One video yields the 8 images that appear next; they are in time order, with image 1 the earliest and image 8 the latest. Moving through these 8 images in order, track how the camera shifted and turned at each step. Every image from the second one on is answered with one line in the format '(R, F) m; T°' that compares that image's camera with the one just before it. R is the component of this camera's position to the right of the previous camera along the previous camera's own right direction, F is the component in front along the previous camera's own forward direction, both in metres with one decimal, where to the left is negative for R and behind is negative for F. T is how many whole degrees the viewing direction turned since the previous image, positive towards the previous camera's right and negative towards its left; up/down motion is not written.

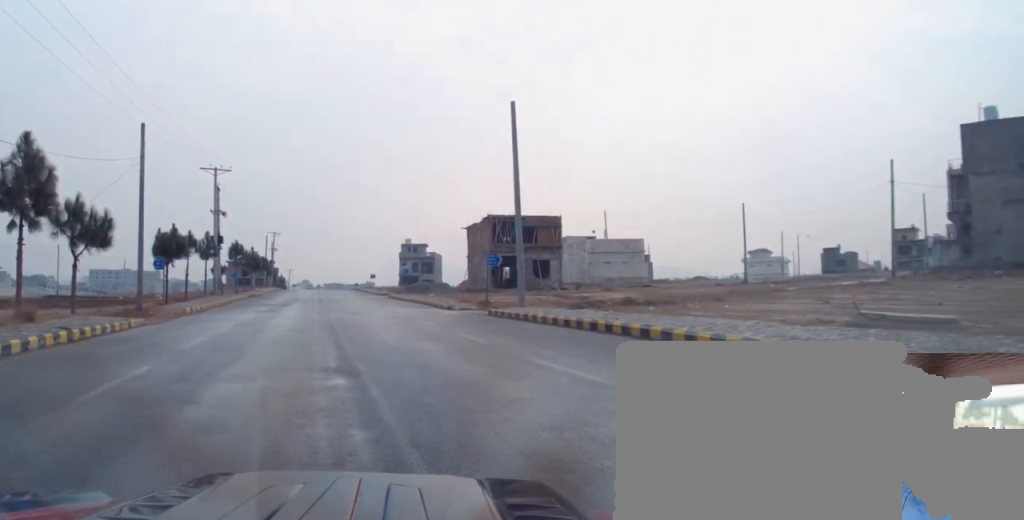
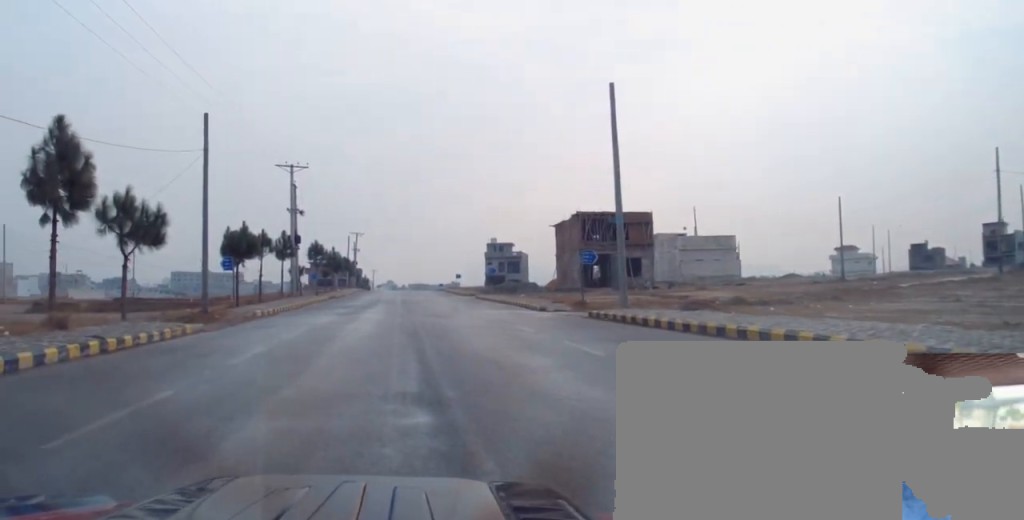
(-0.1, +2.5) m; -1°
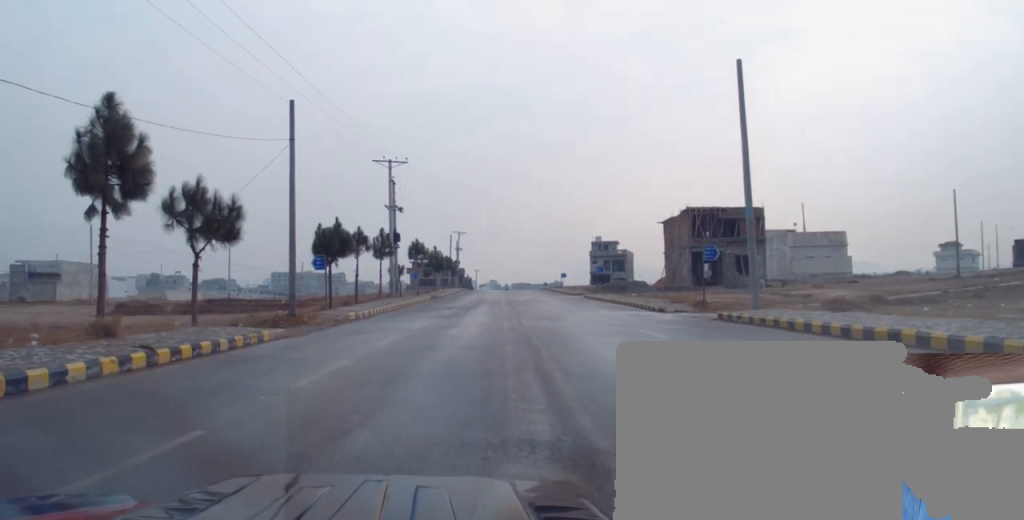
(0.0, +2.6) m; 0°
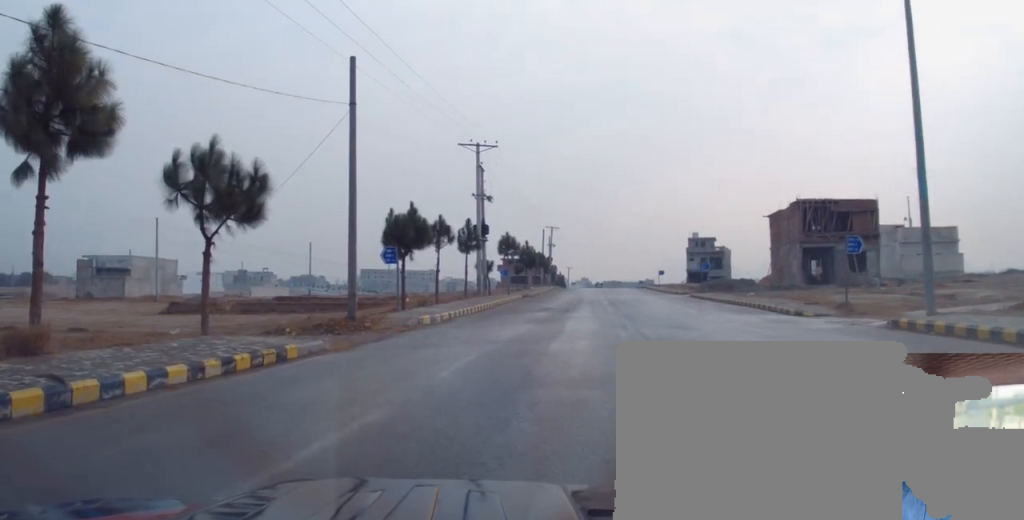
(-0.1, +5.5) m; -8°
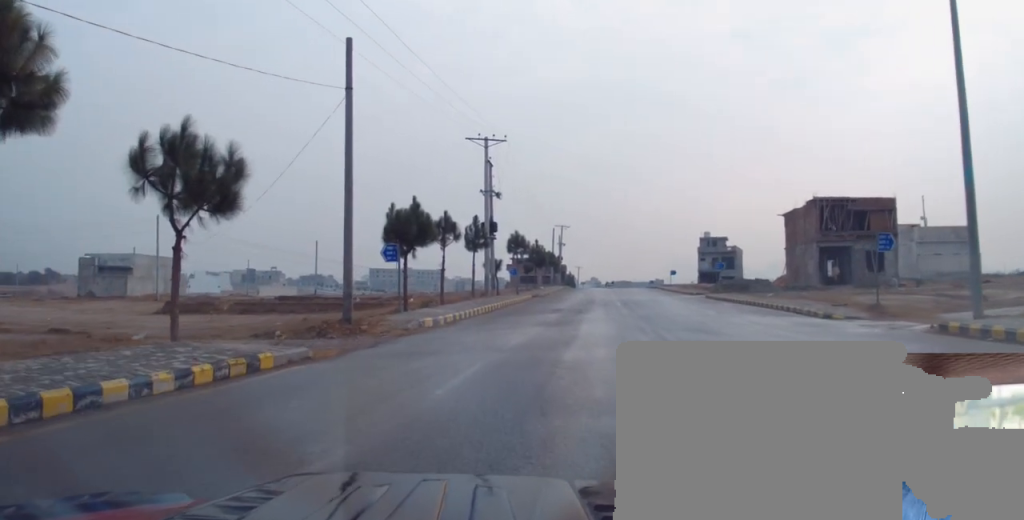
(-0.2, +1.7) m; 0°
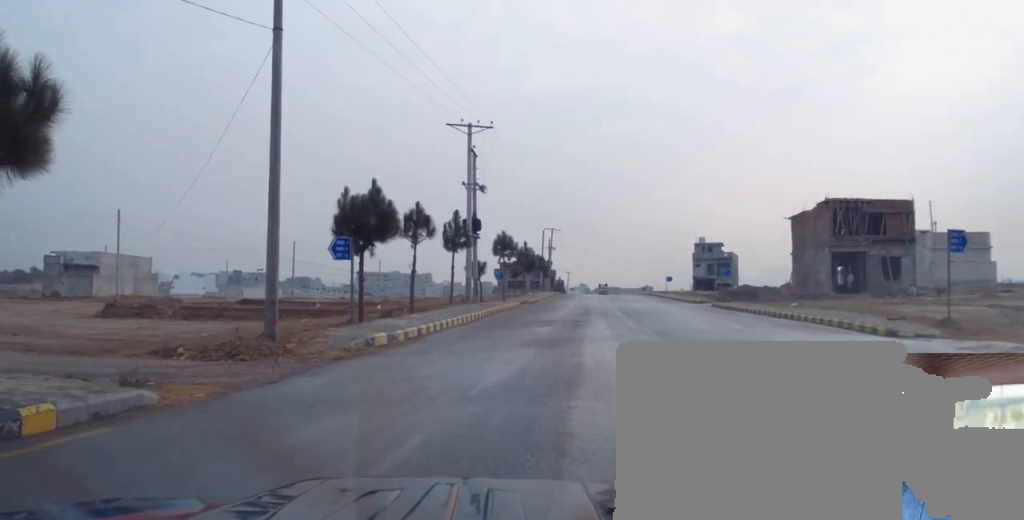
(+0.2, +4.9) m; +5°
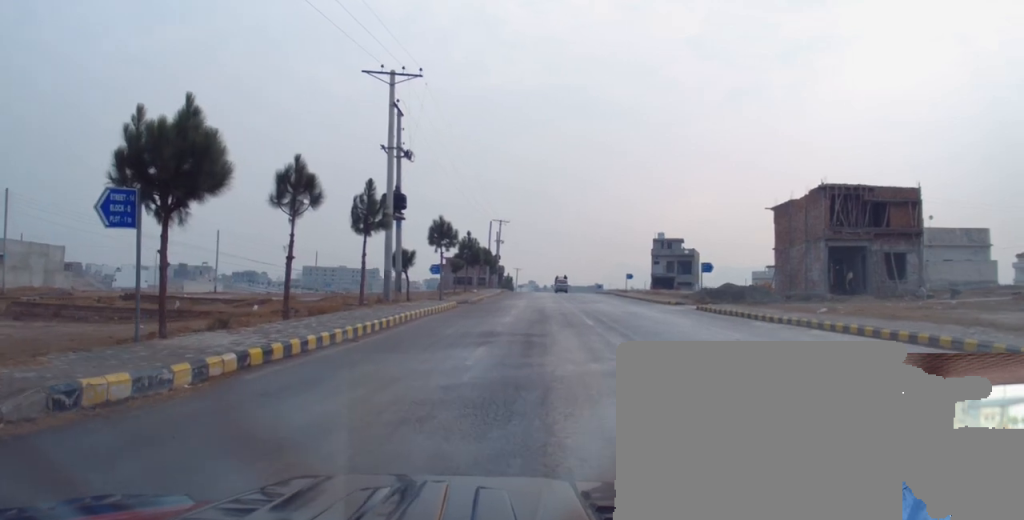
(+0.2, +8.5) m; 0°
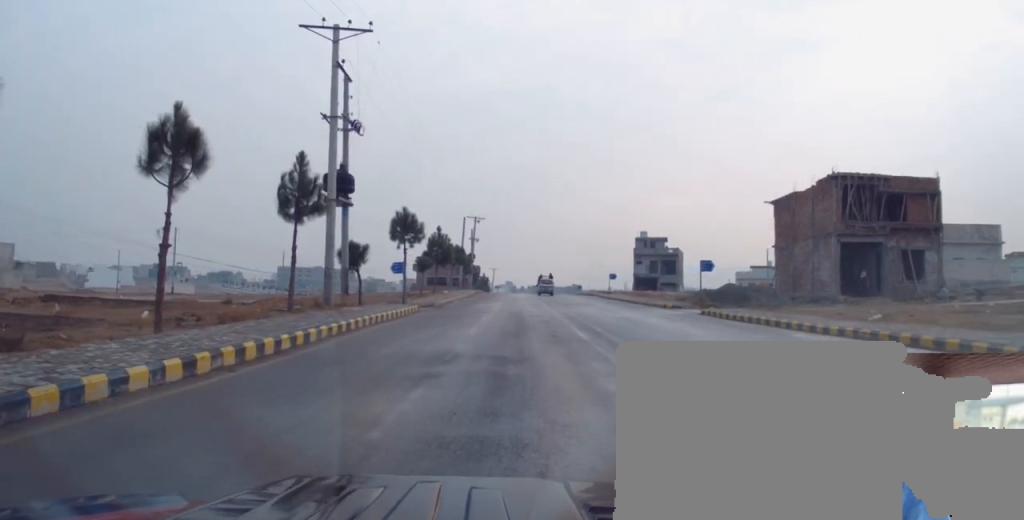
(-0.2, +5.4) m; -1°
